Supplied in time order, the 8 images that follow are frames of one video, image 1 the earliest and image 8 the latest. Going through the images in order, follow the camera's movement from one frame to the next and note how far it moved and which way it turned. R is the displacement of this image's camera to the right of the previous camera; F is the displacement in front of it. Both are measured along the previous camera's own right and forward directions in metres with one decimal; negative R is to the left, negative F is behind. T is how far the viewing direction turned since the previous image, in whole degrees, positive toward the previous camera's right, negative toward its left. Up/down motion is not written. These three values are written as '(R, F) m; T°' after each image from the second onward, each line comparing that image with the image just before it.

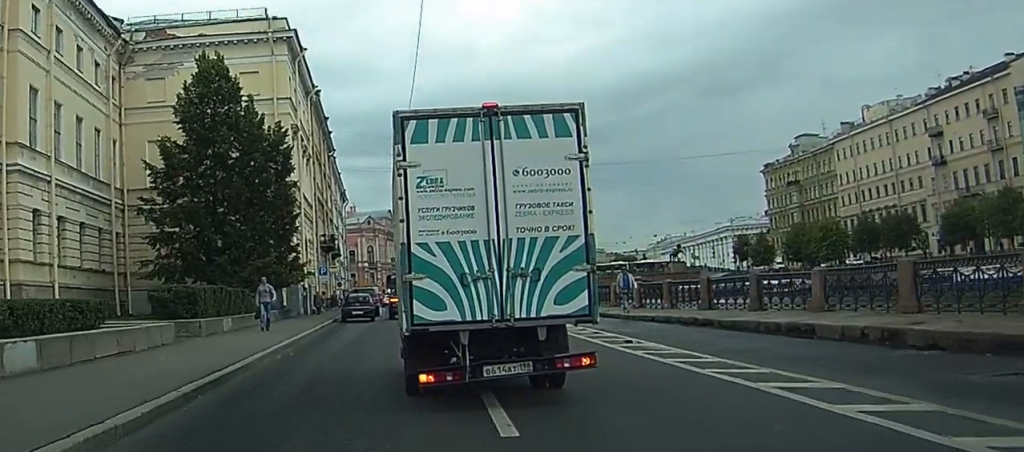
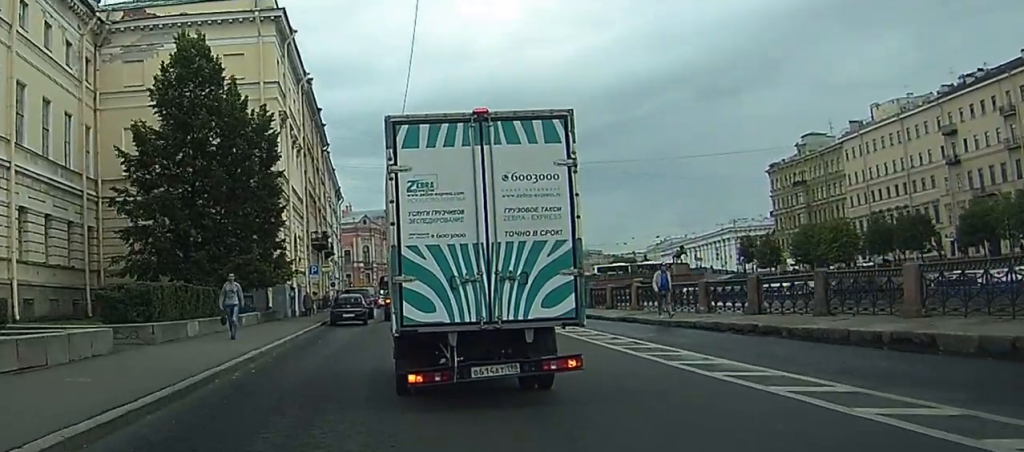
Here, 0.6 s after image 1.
(+0.1, +5.2) m; 0°
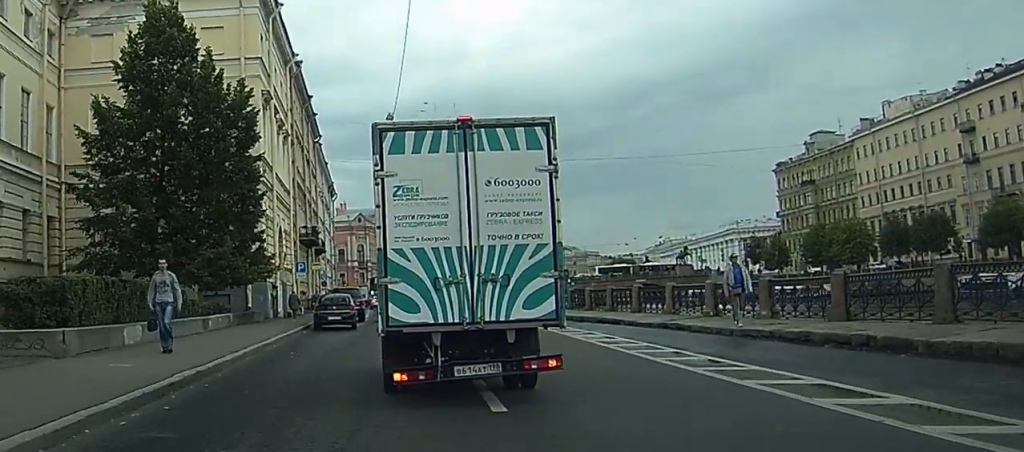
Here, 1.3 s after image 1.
(-0.1, +6.3) m; -1°
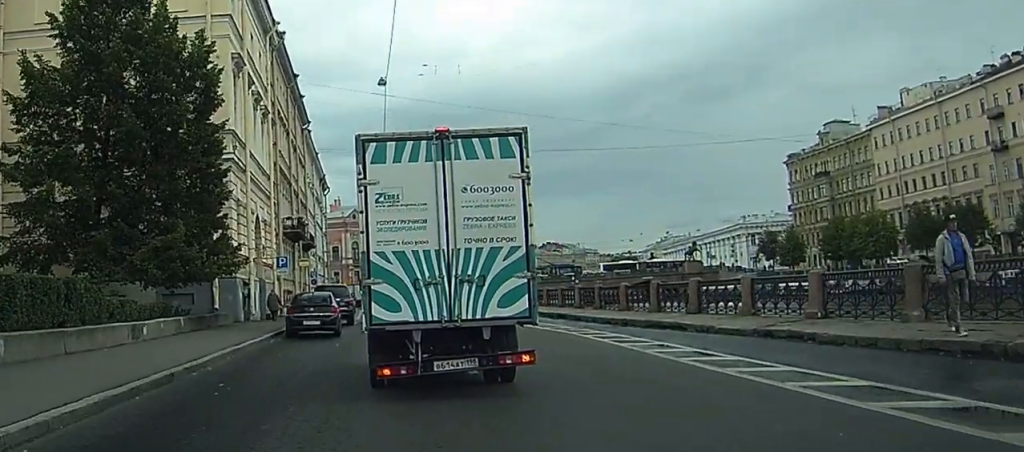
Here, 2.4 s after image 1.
(-0.1, +8.9) m; -2°
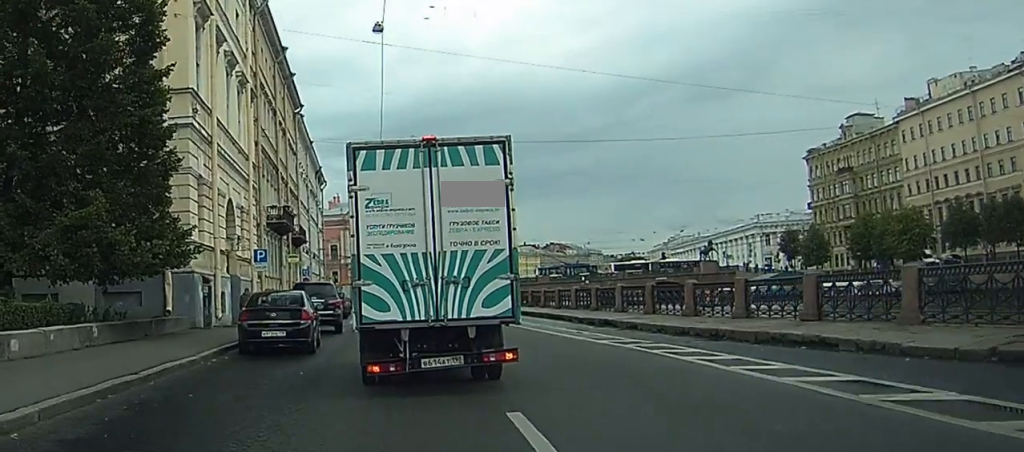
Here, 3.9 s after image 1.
(-0.2, +9.8) m; 0°
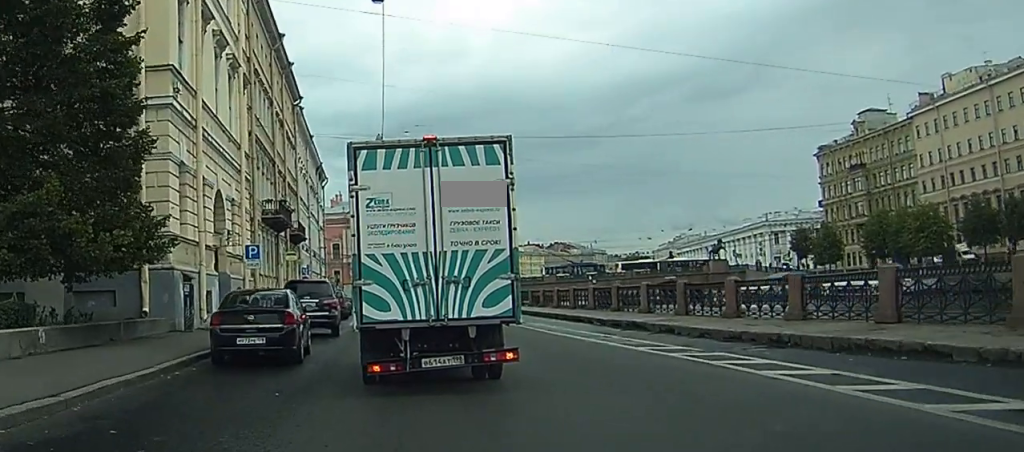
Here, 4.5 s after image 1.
(+0.1, +3.8) m; 0°
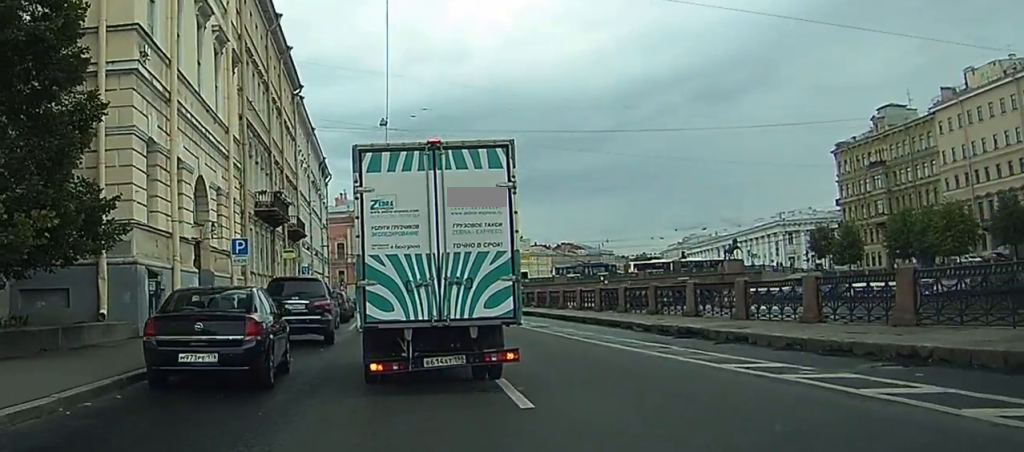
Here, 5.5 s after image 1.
(-0.1, +5.2) m; +1°
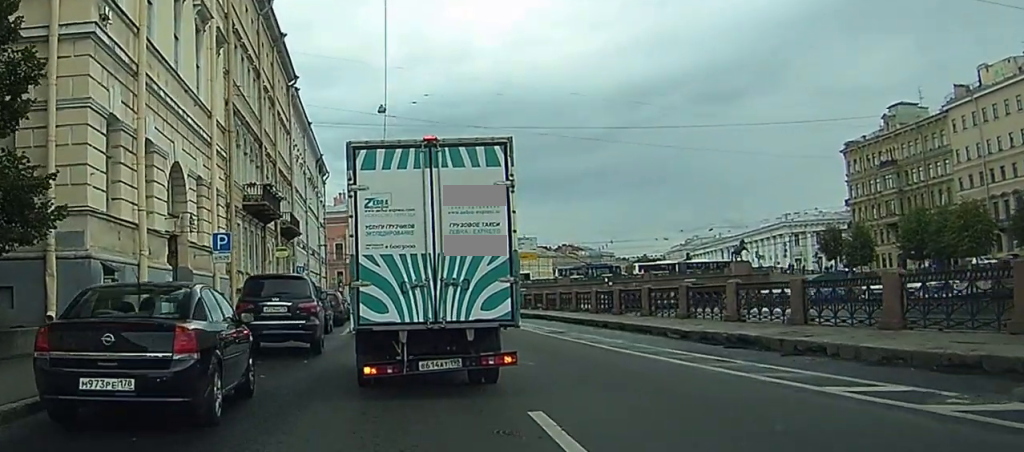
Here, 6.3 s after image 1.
(+0.1, +4.0) m; 0°
